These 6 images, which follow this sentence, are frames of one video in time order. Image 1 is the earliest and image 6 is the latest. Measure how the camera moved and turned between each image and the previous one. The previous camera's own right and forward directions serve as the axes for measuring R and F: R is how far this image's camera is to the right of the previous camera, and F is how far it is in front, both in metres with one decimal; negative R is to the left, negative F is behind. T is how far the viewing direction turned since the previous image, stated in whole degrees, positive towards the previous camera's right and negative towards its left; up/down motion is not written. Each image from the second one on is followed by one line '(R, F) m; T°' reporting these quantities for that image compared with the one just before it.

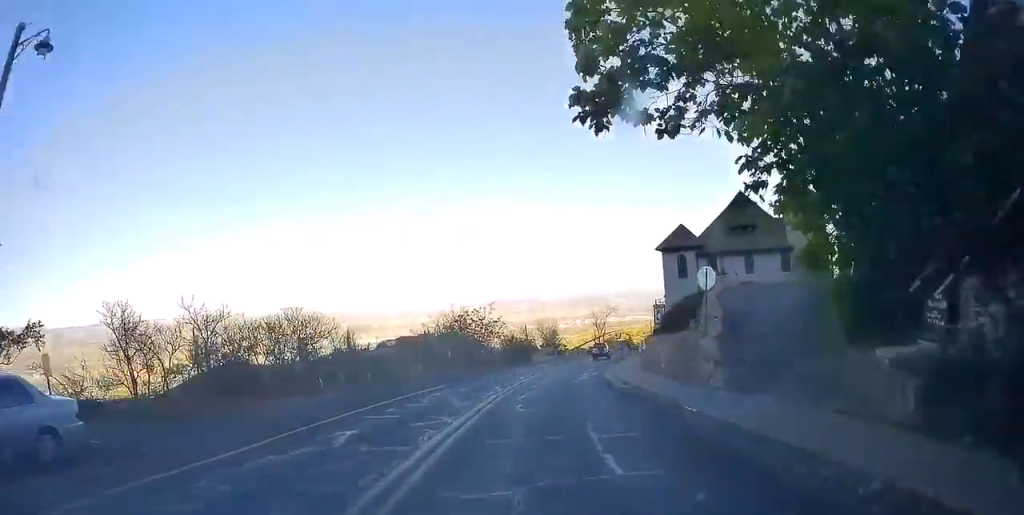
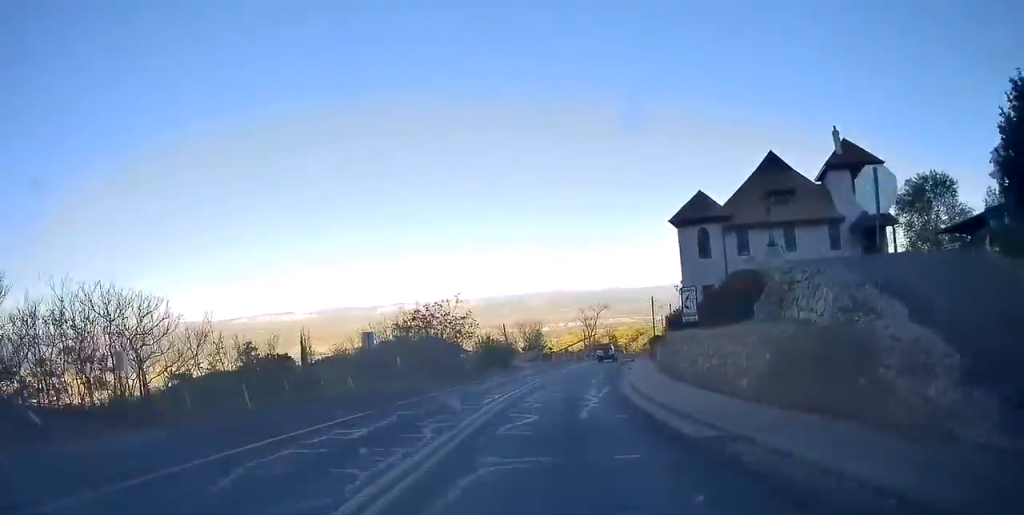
(+0.4, +12.1) m; +4°
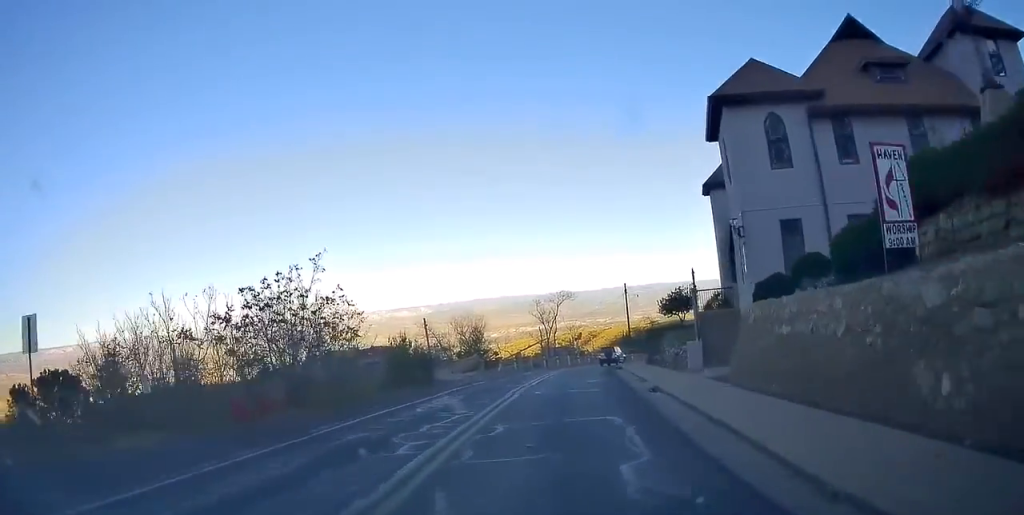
(+0.5, +20.1) m; +4°
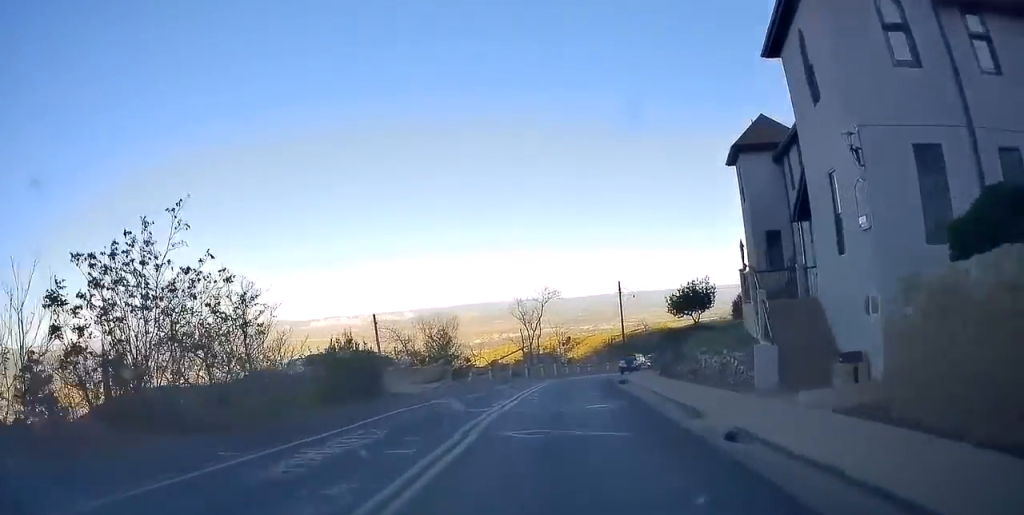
(+0.8, +9.1) m; +2°
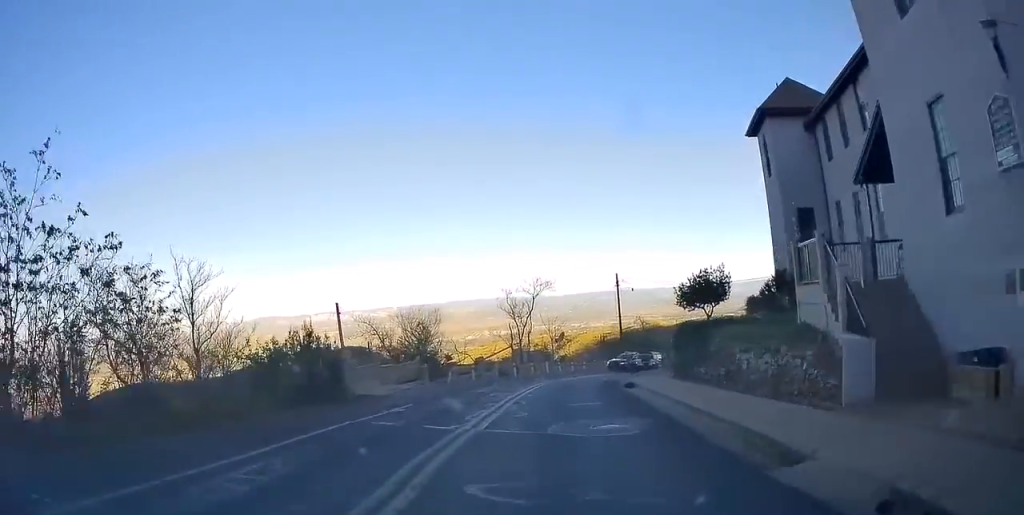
(-0.2, +4.7) m; 0°
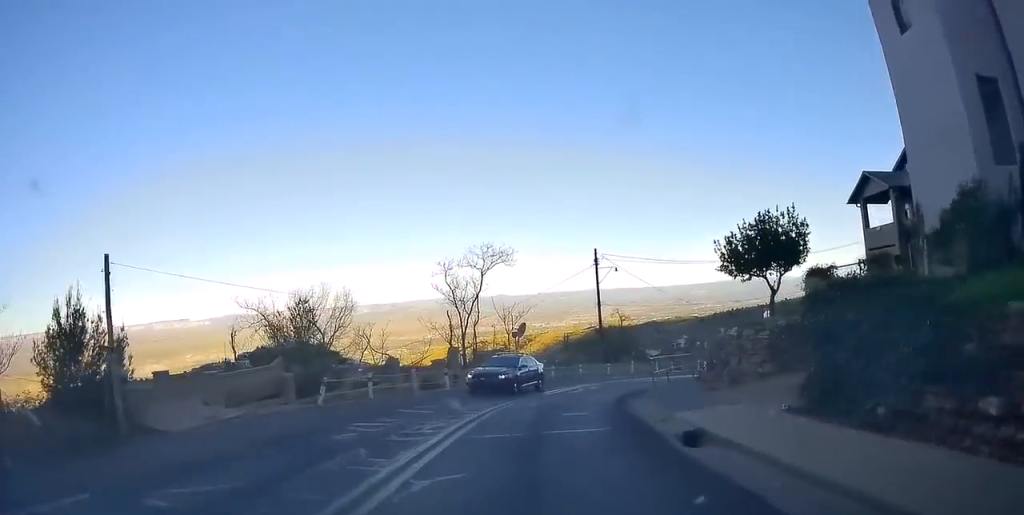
(+0.3, +14.9) m; +5°
